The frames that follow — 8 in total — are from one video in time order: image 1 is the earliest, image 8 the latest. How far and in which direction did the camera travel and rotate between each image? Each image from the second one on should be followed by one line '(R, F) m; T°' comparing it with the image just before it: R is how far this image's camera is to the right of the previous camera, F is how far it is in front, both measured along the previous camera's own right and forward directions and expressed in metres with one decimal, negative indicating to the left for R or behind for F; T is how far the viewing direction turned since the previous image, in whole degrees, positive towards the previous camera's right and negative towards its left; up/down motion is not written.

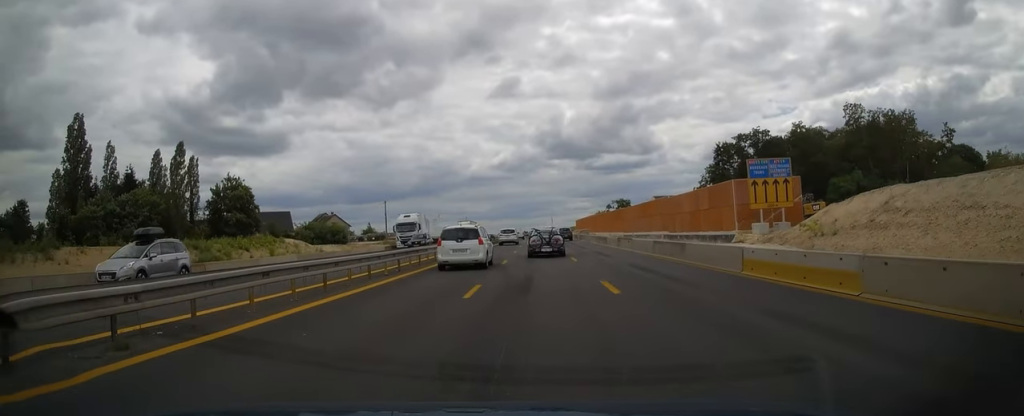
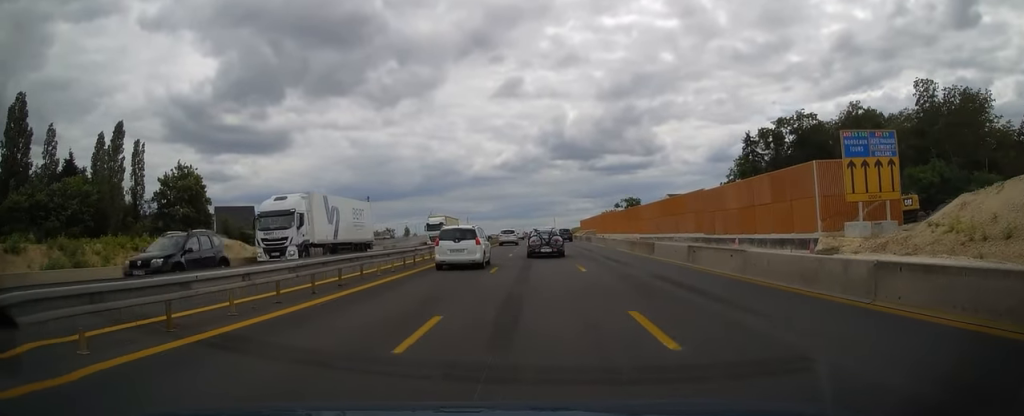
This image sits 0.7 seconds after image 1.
(-0.1, +18.6) m; 0°
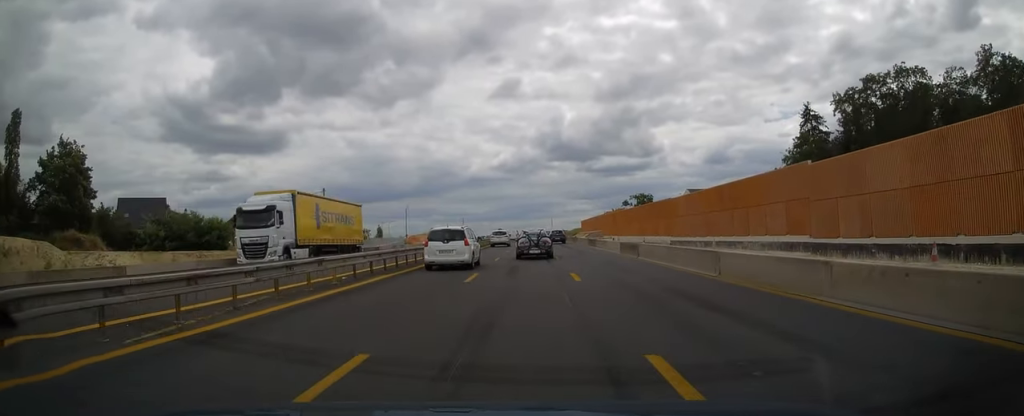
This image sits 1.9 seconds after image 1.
(0.0, +29.1) m; 0°
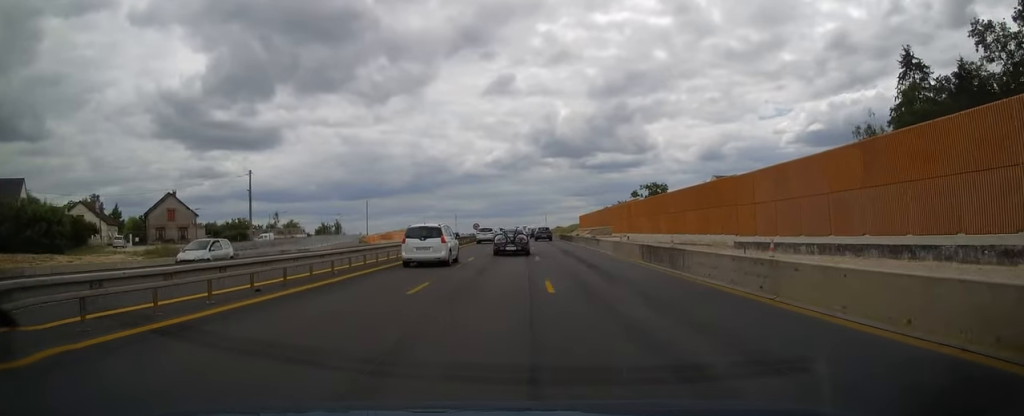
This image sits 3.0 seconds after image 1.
(+0.1, +29.7) m; 0°
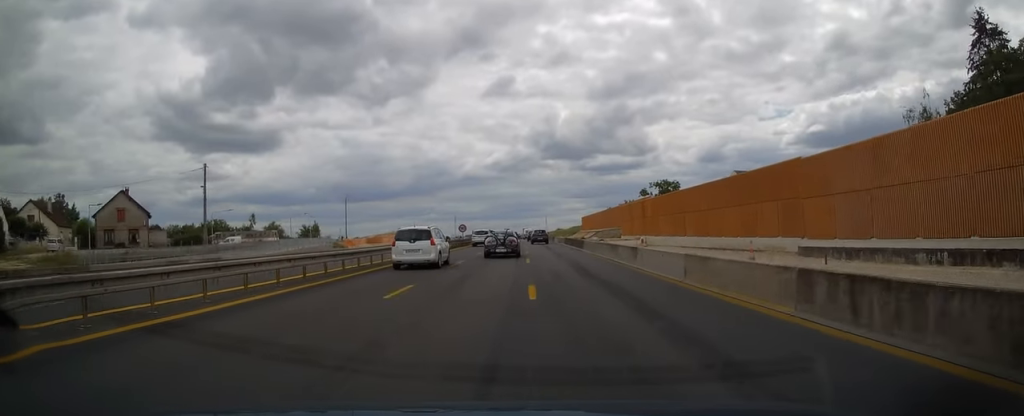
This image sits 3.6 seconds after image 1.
(0.0, +13.6) m; 0°
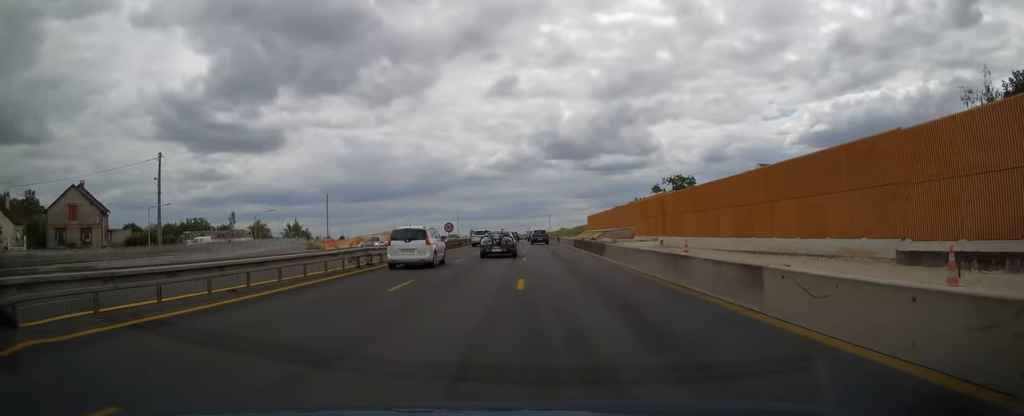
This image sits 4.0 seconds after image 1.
(0.0, +11.4) m; 0°
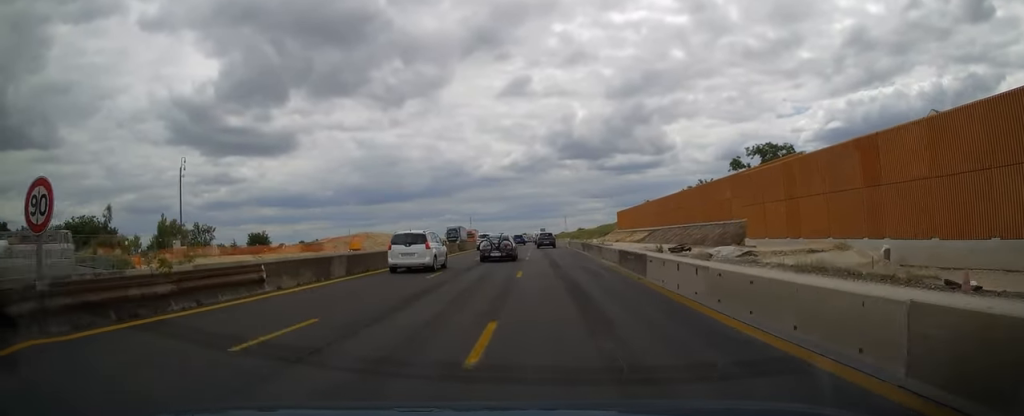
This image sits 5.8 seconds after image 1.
(-0.3, +46.1) m; -1°
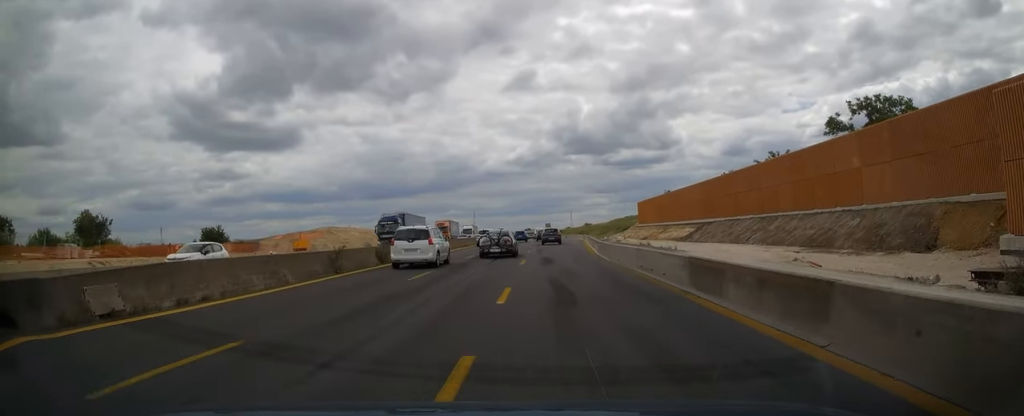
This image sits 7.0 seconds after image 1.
(-0.2, +28.5) m; -1°
